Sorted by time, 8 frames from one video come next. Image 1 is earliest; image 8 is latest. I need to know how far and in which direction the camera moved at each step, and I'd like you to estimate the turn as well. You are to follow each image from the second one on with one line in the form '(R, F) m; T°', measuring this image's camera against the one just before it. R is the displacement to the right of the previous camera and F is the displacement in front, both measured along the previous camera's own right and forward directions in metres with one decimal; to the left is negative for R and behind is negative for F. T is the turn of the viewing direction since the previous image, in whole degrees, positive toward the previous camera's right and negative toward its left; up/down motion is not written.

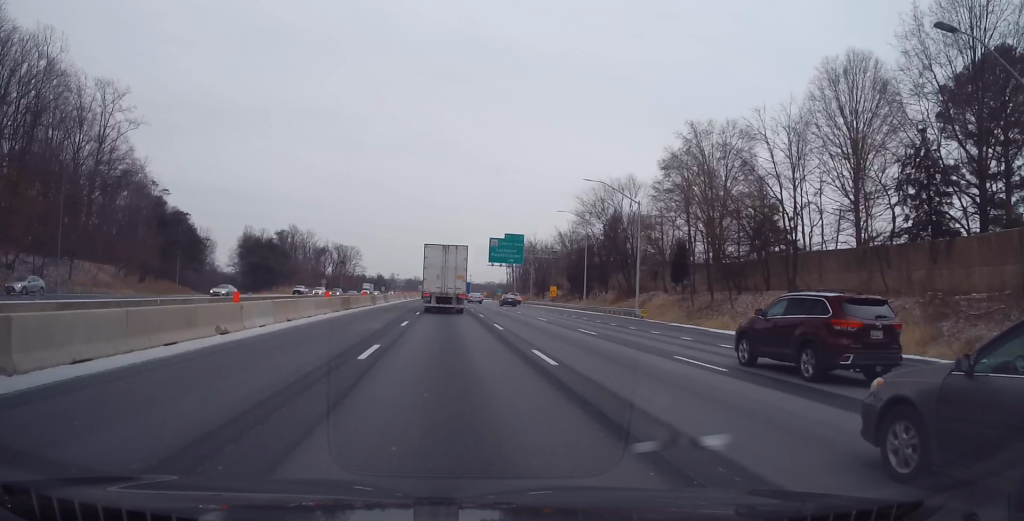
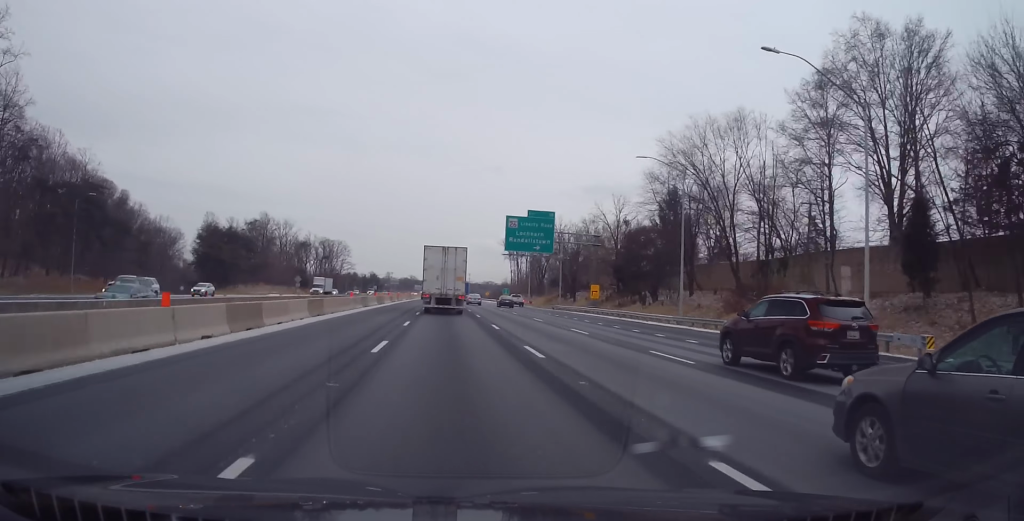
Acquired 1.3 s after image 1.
(-0.2, +34.2) m; 0°
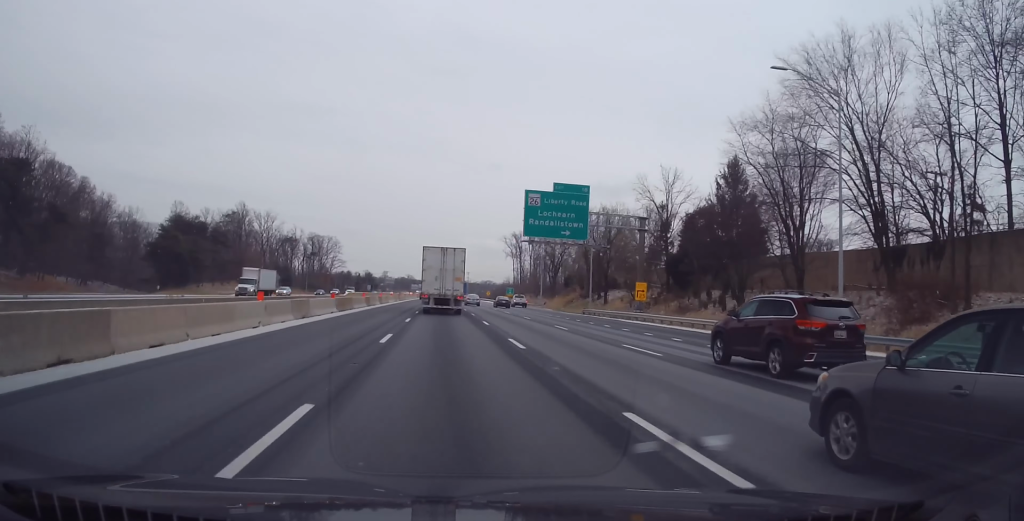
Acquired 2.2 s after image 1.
(-0.2, +21.1) m; 0°
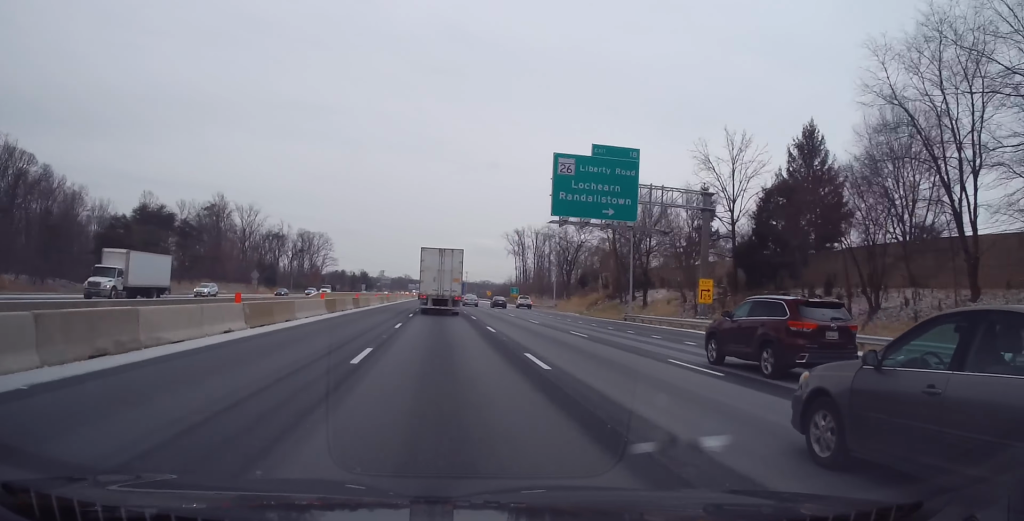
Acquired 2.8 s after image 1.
(+0.2, +16.4) m; +1°
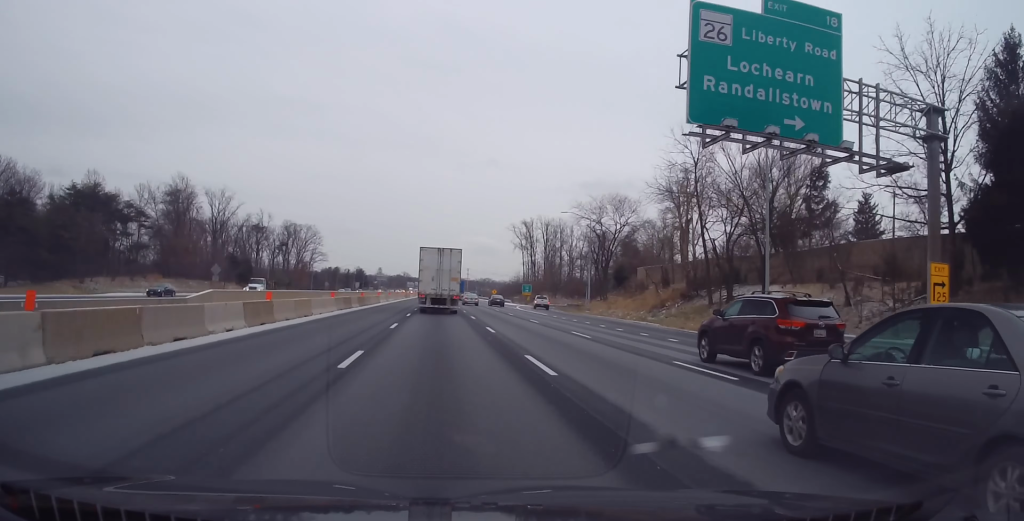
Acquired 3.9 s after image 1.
(+0.1, +25.3) m; +1°
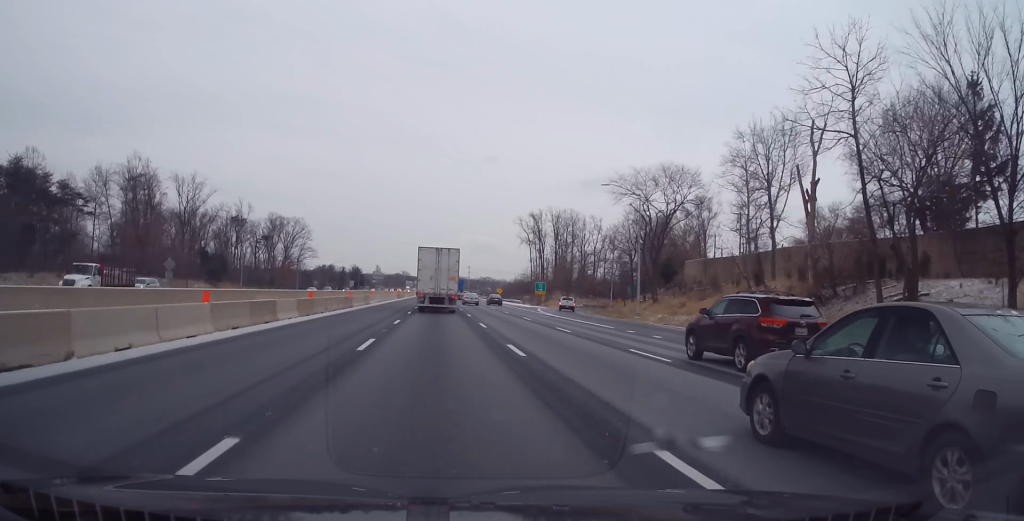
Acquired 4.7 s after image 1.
(+0.2, +21.2) m; 0°
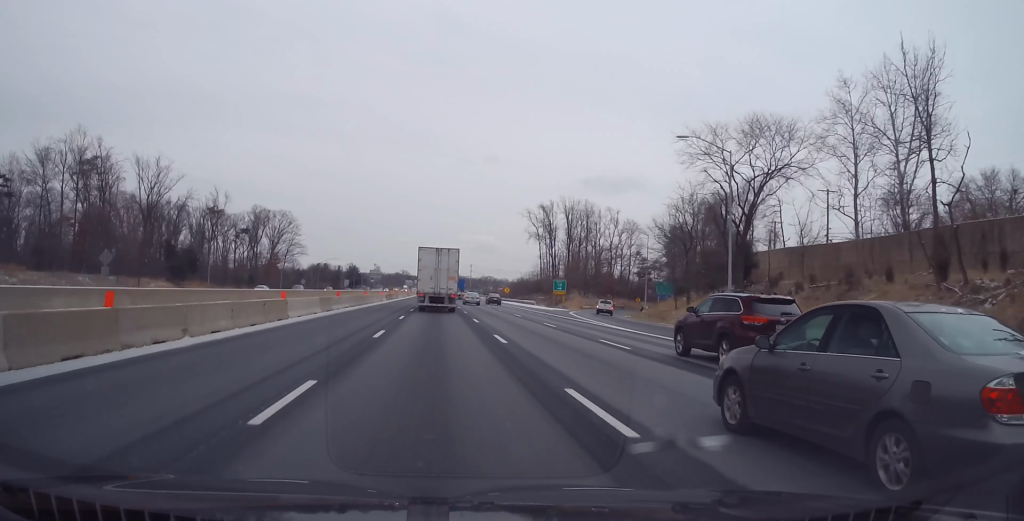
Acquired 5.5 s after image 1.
(0.0, +20.2) m; 0°
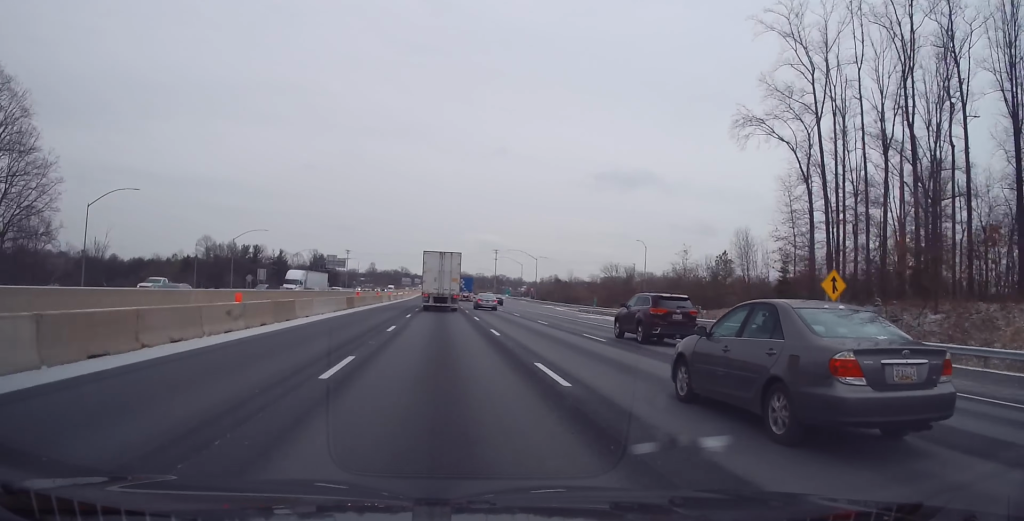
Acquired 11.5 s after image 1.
(-1.0, +153.9) m; 0°
